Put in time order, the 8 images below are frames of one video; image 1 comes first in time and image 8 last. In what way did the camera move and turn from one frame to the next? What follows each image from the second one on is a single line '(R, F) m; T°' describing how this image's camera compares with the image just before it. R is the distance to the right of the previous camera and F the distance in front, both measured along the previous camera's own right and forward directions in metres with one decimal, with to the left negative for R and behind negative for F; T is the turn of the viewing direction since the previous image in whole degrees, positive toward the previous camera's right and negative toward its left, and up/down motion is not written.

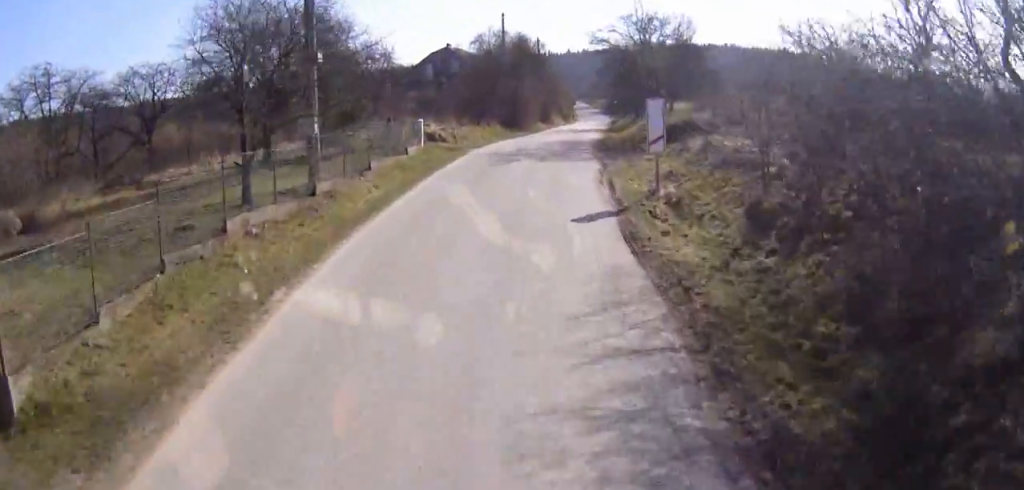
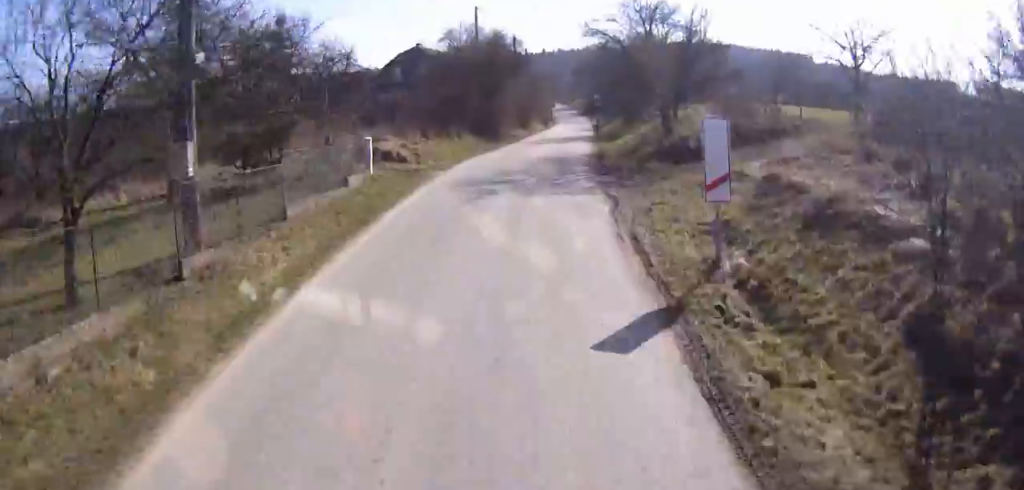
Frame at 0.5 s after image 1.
(+0.3, +5.7) m; +3°
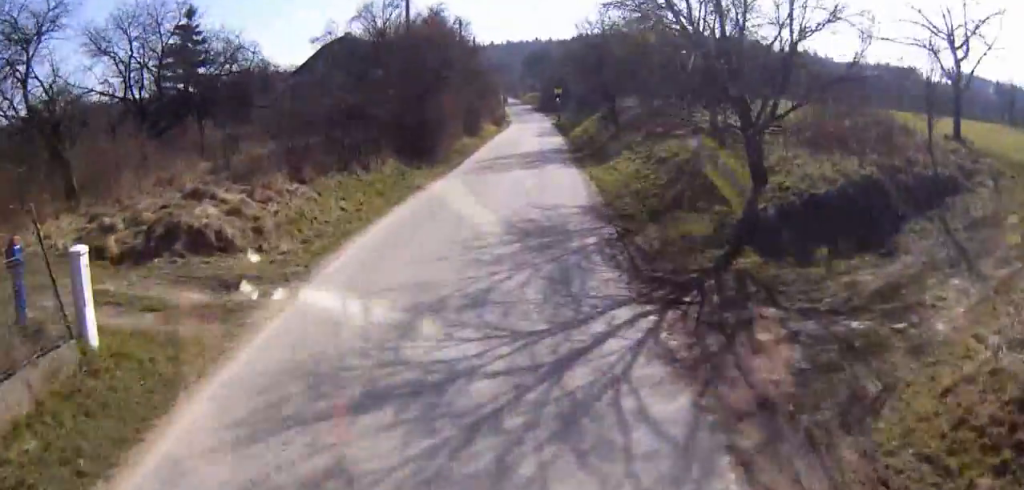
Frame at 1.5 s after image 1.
(+0.7, +12.3) m; +3°
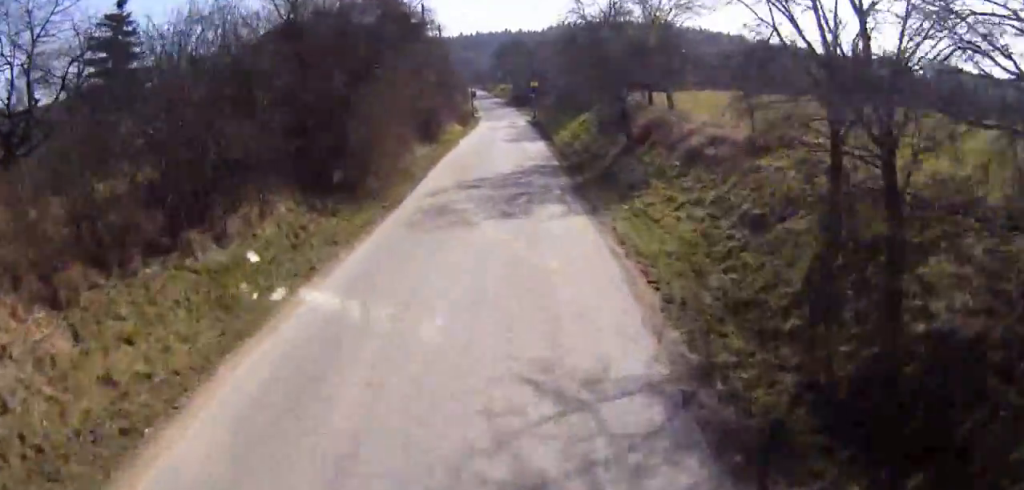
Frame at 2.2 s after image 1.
(0.0, +8.9) m; +1°
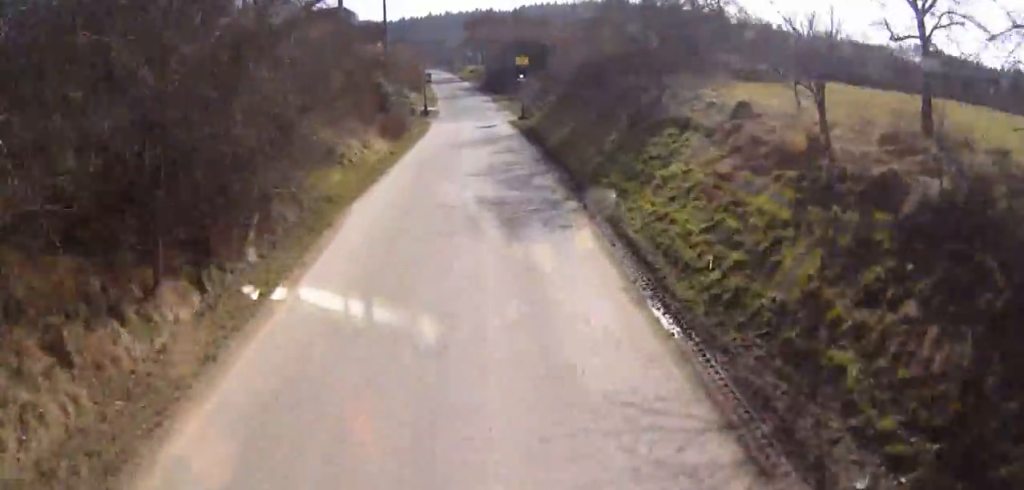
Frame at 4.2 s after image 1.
(+0.1, +22.6) m; -1°
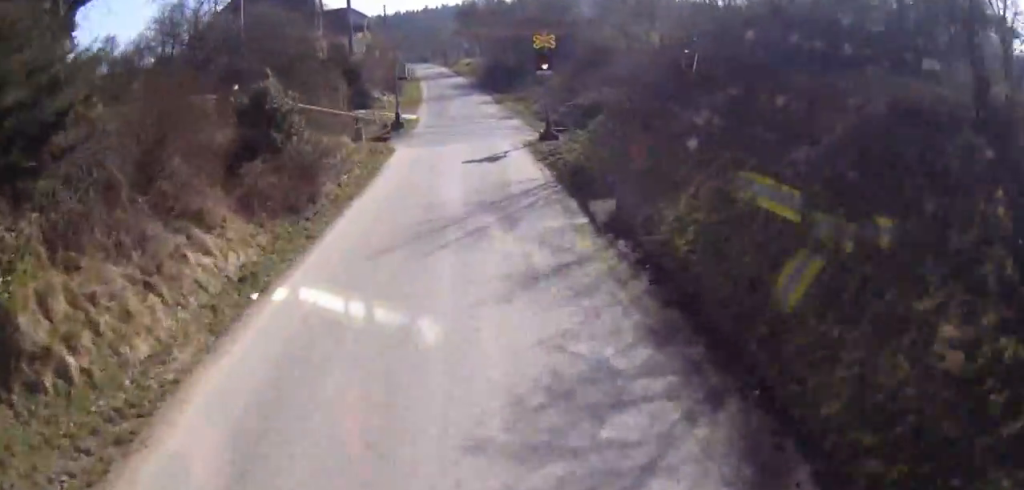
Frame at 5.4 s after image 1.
(-0.2, +13.1) m; +4°
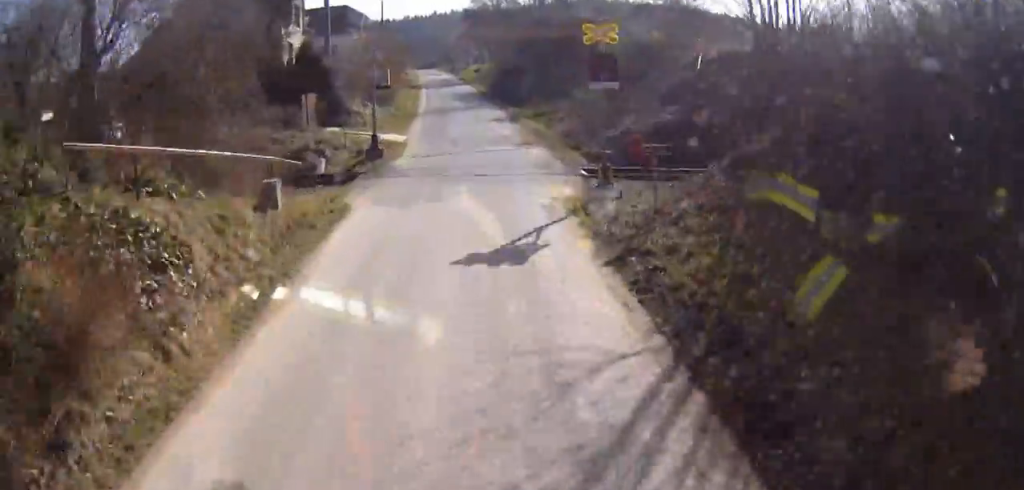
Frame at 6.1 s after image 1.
(+0.4, +8.2) m; +7°
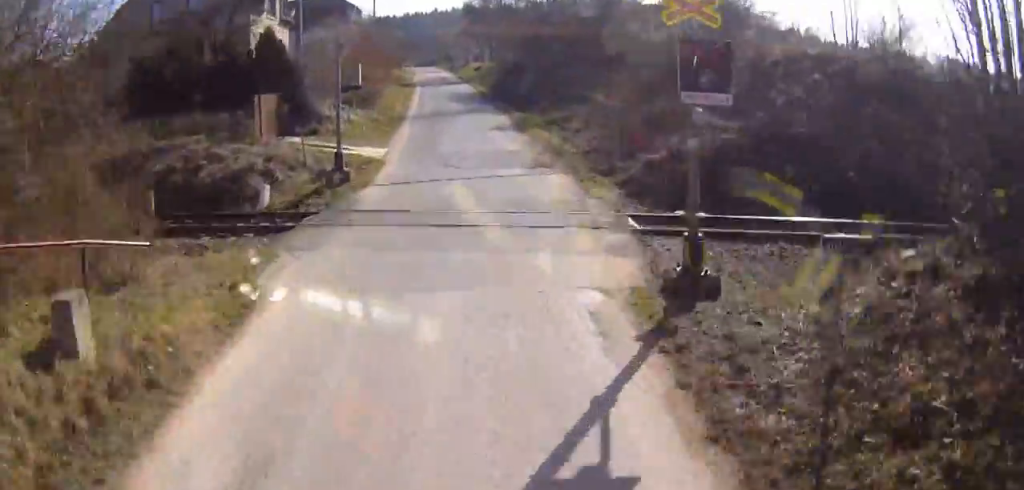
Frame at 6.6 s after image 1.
(+0.2, +5.4) m; +5°
